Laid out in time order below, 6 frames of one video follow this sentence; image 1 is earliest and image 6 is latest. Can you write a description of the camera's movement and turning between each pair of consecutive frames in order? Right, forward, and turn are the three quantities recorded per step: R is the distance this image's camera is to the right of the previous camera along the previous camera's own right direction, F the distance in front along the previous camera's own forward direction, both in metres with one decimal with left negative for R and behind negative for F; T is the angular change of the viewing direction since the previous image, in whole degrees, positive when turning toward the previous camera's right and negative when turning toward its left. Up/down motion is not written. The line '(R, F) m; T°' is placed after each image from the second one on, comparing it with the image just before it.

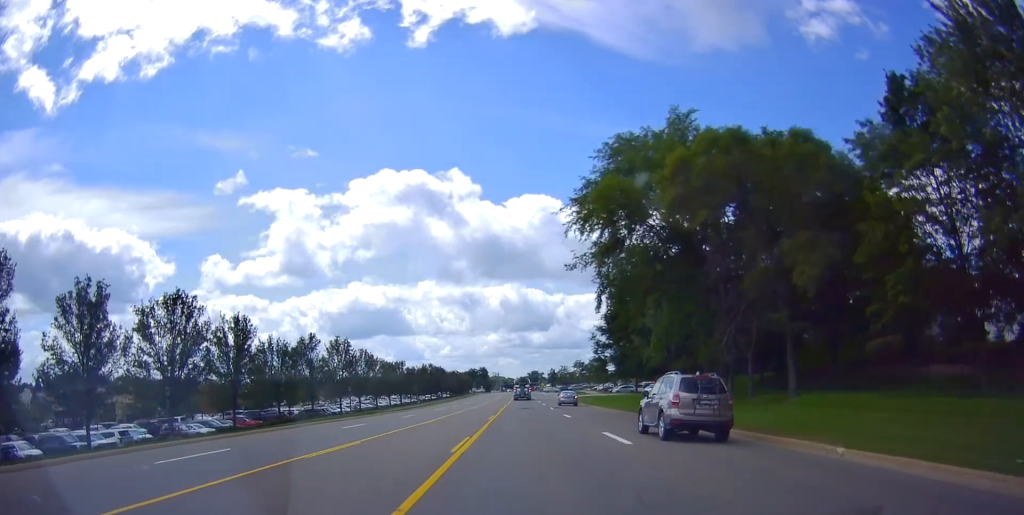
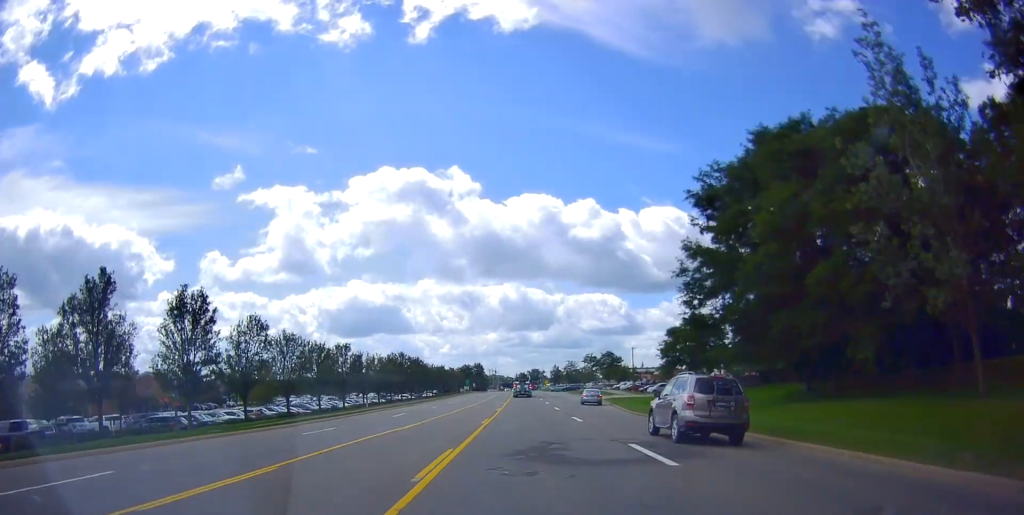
(-0.4, +37.2) m; -2°
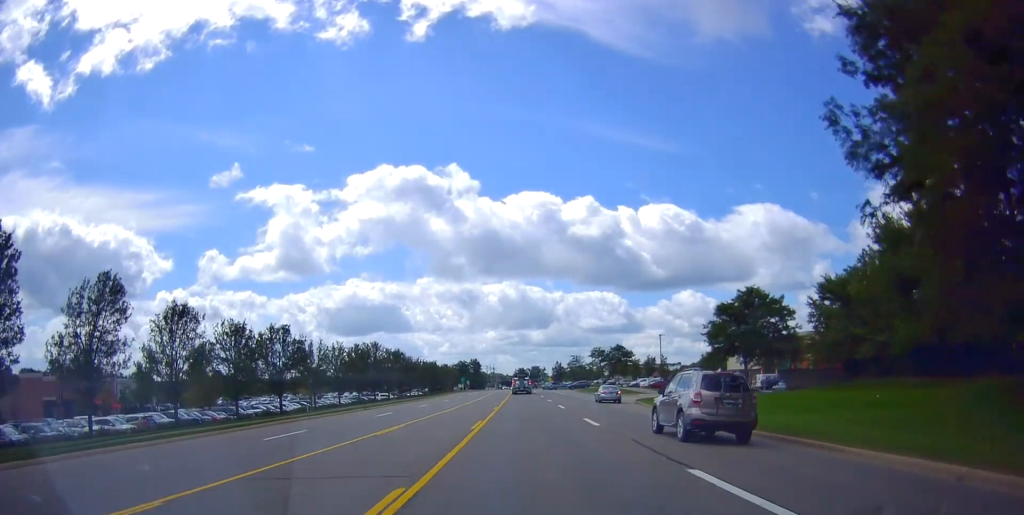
(-0.1, +20.6) m; +1°
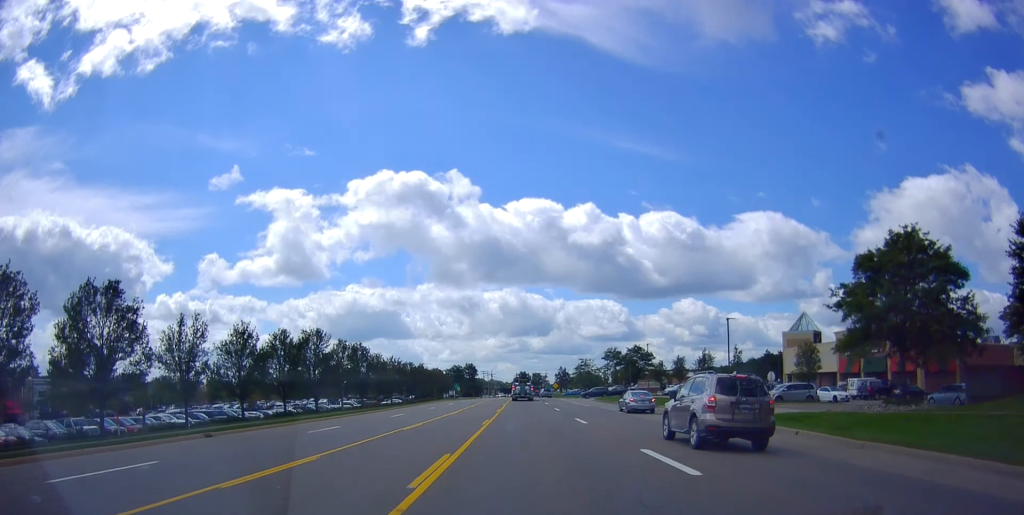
(+0.7, +26.9) m; 0°
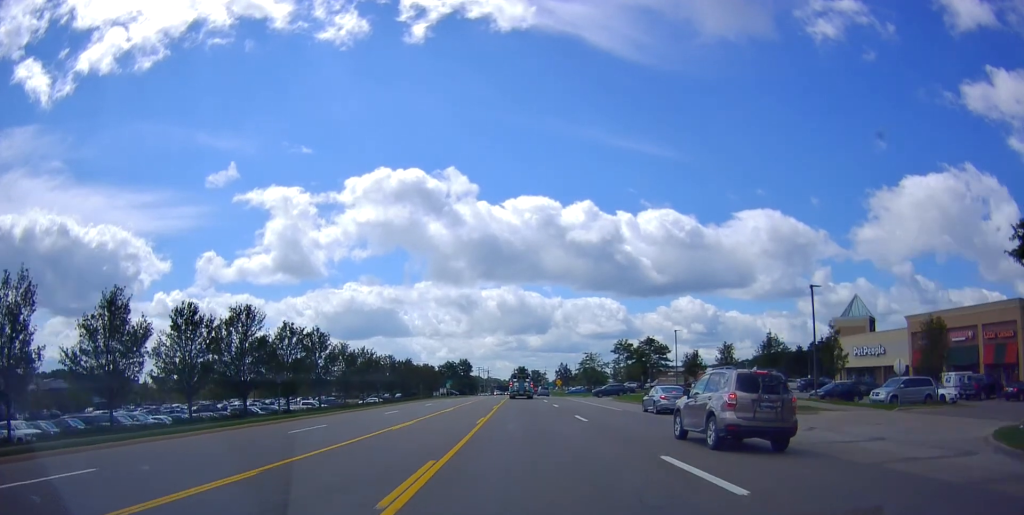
(-0.5, +17.3) m; 0°
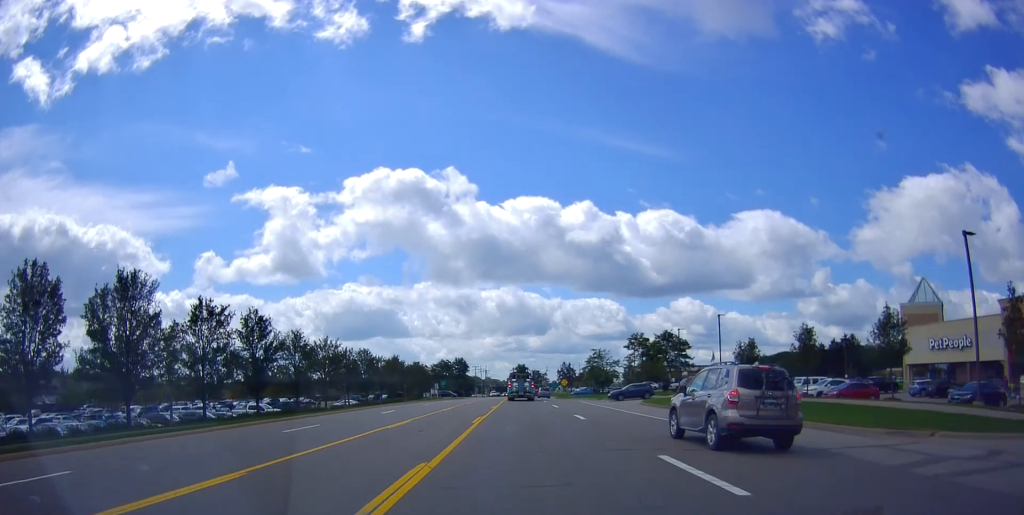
(+0.2, +17.1) m; 0°
